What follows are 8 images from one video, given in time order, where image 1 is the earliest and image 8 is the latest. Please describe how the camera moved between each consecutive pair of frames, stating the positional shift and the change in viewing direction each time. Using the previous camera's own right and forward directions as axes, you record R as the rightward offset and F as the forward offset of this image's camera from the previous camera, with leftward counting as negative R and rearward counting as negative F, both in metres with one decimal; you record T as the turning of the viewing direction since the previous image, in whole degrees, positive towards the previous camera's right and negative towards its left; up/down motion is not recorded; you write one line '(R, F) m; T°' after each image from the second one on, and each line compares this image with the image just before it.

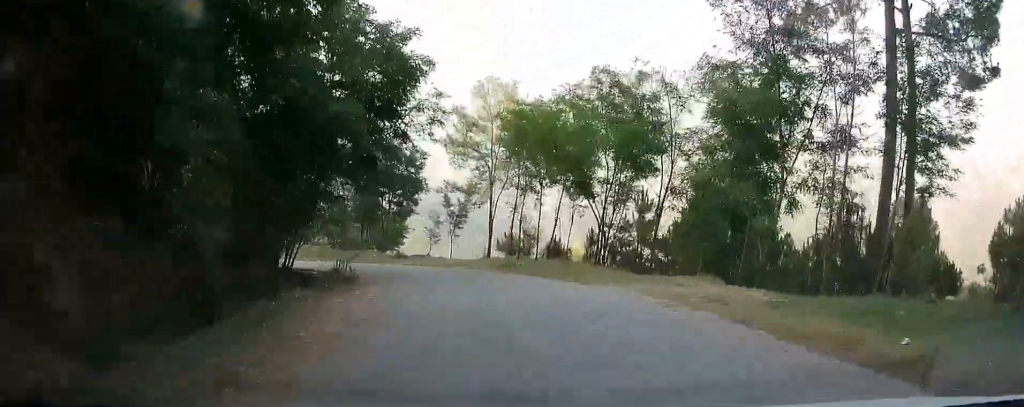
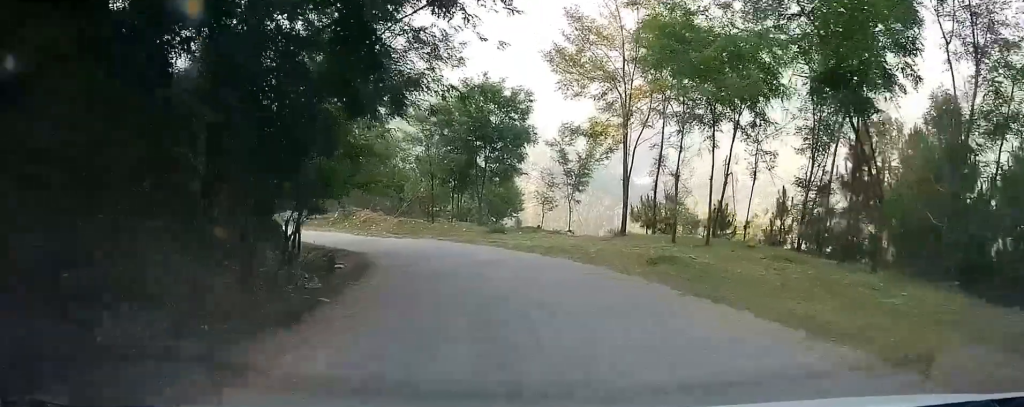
(-1.3, +12.0) m; -10°
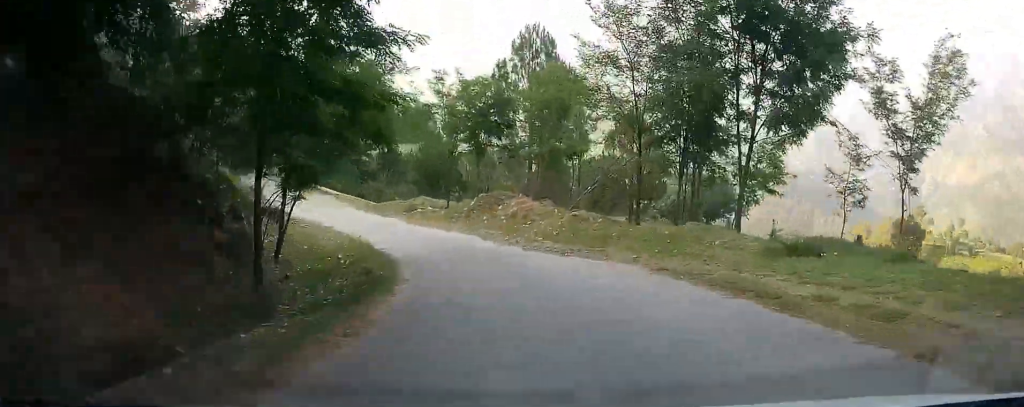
(-2.5, +18.8) m; -19°
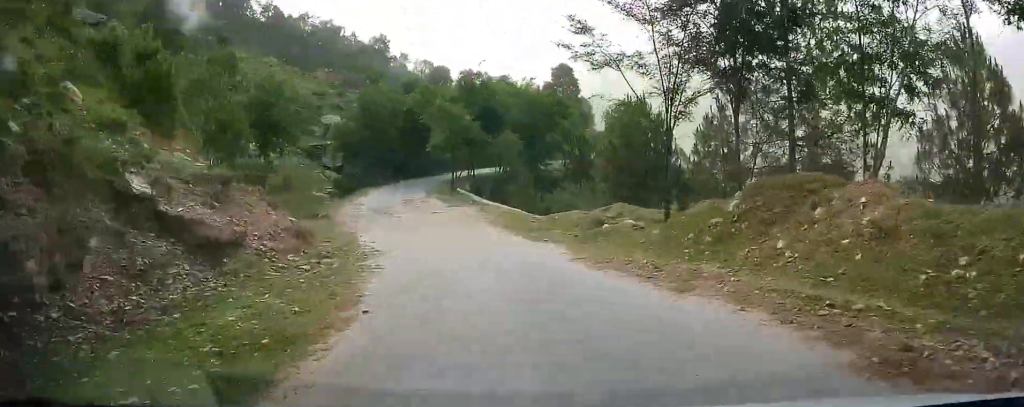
(-2.8, +15.8) m; -19°
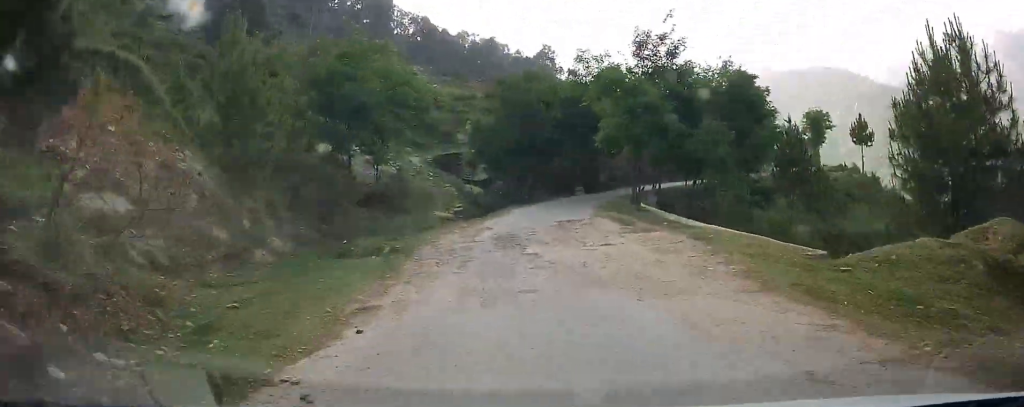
(-1.9, +13.1) m; -15°
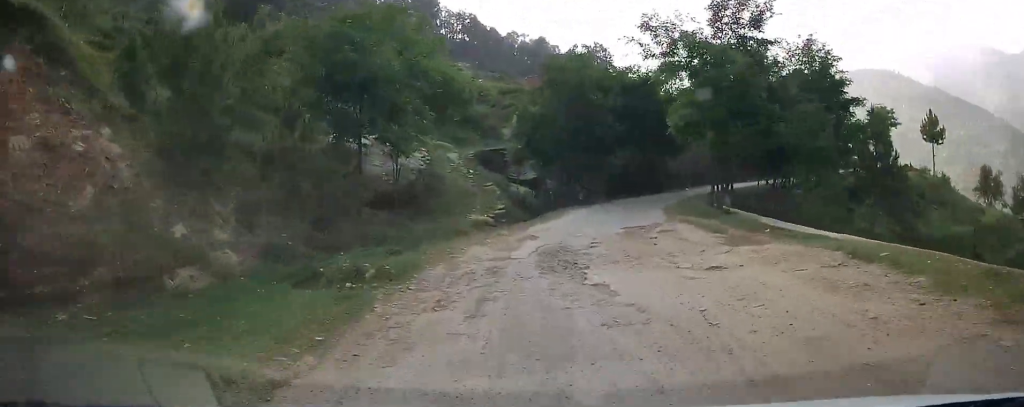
(-0.7, +5.1) m; -5°
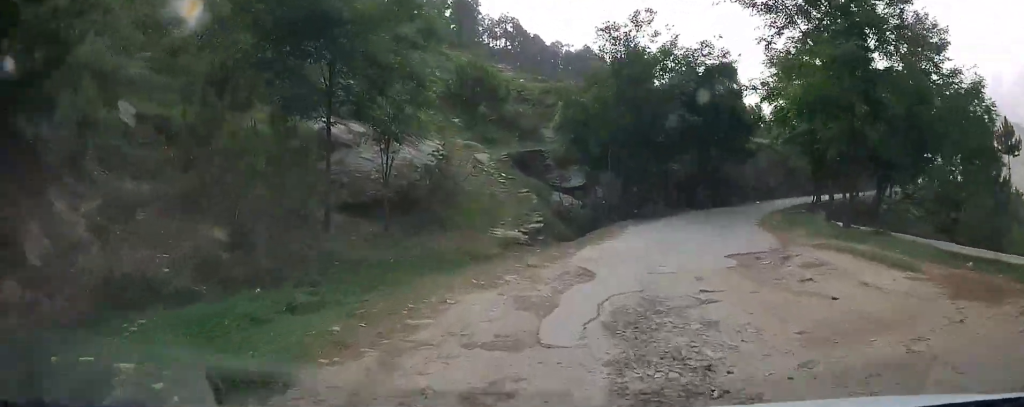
(-0.7, +8.2) m; -8°
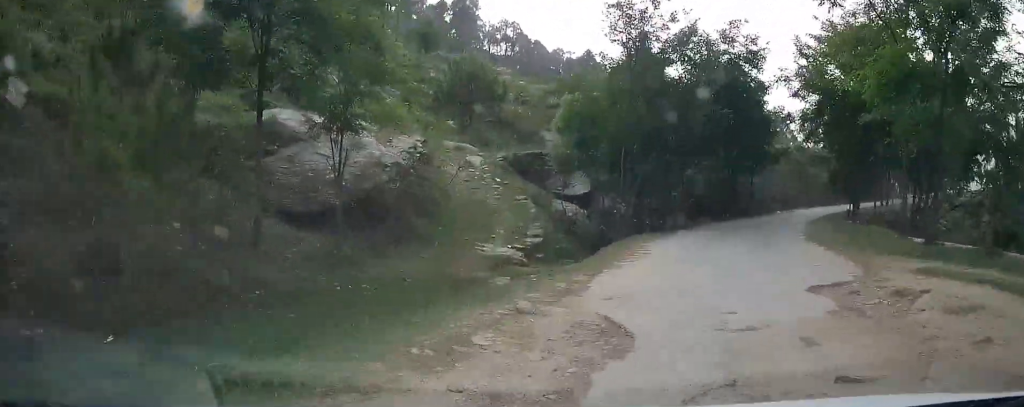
(-0.3, +4.9) m; -3°
